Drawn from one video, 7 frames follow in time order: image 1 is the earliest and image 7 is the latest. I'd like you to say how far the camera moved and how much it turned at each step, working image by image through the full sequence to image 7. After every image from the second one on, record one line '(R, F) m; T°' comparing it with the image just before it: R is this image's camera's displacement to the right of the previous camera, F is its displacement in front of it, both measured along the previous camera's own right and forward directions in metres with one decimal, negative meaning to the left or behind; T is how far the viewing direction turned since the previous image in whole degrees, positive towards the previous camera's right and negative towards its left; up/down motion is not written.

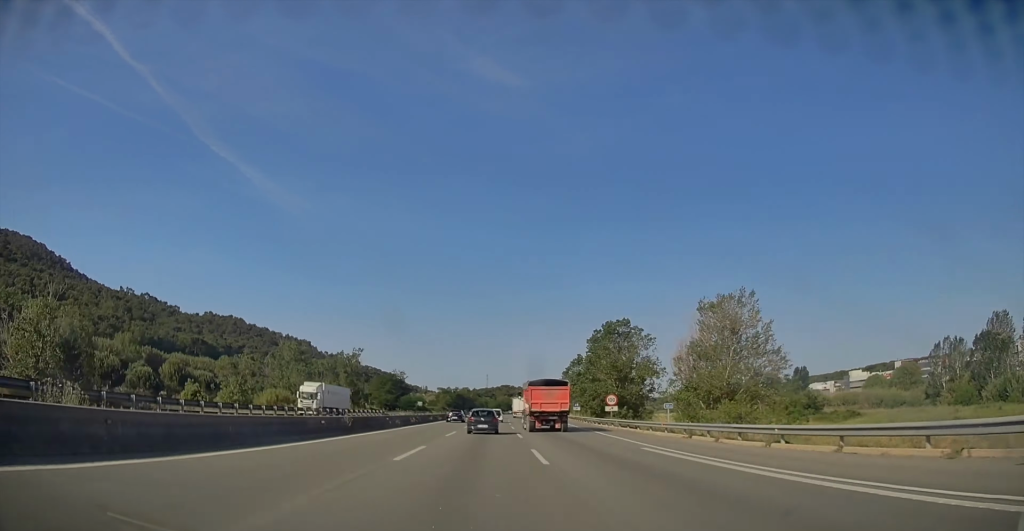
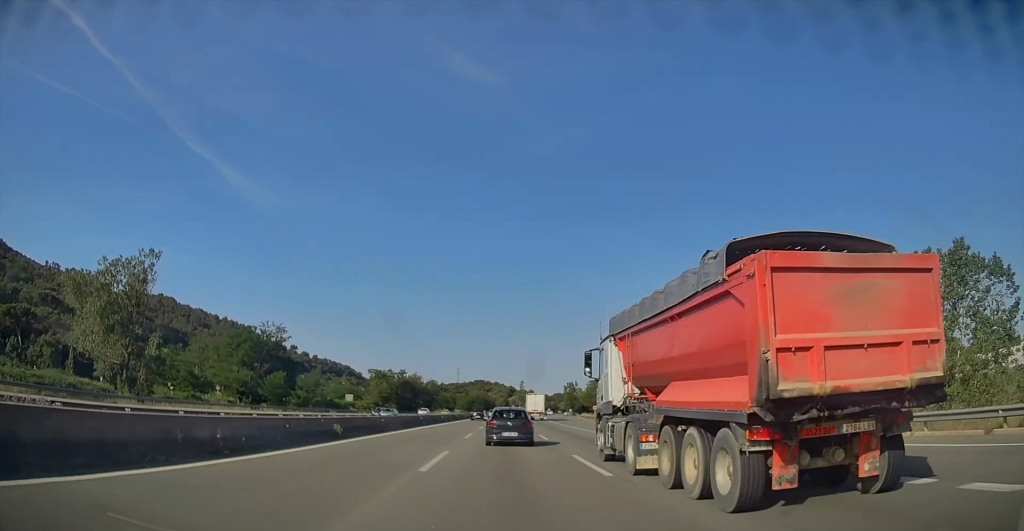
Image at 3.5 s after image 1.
(-3.2, +119.1) m; +2°
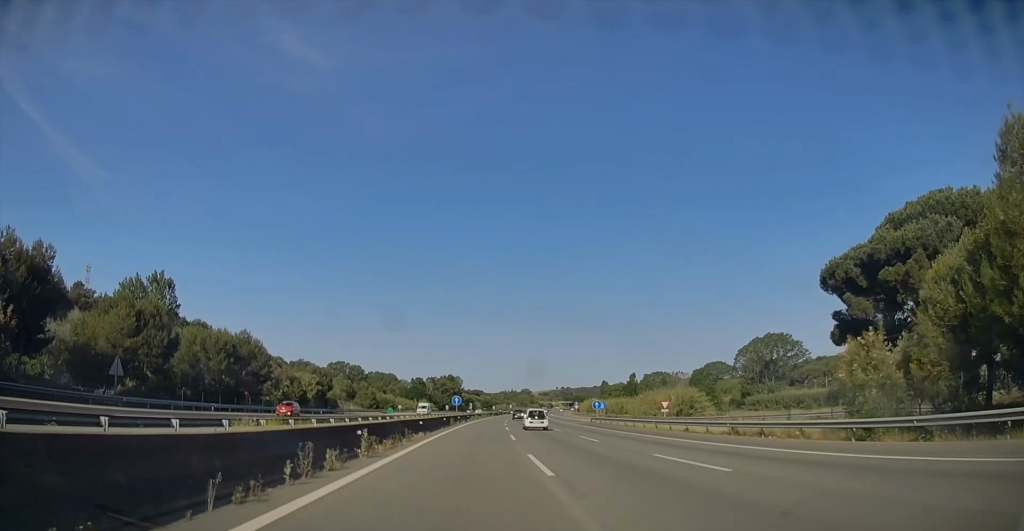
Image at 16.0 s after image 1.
(+64.4, +420.3) m; +16°
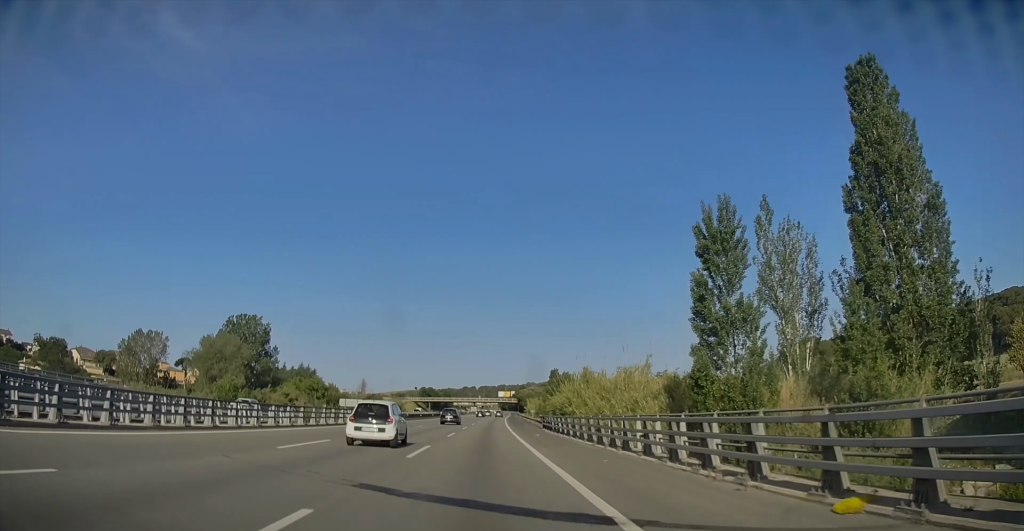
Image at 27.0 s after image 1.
(+38.3, +377.4) m; +9°
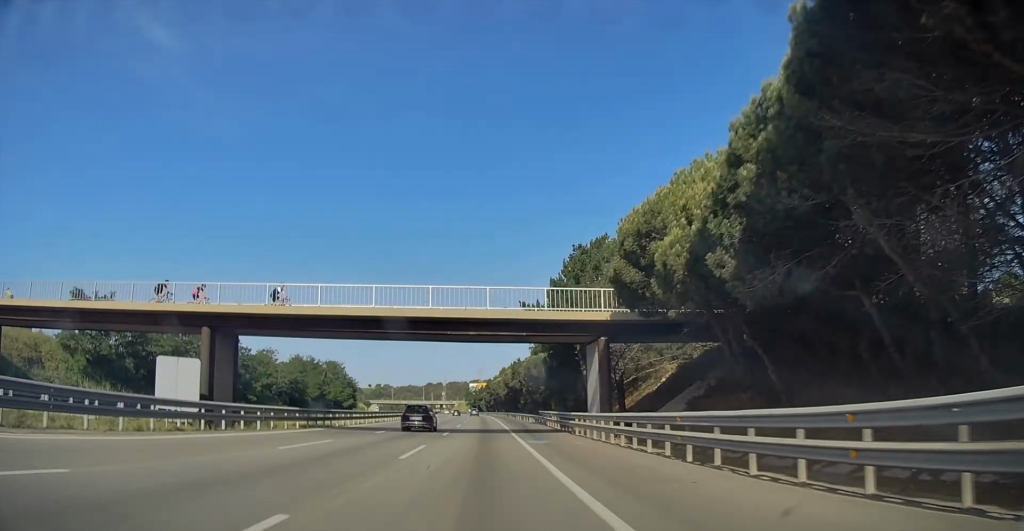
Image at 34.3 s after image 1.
(+6.6, +241.3) m; -3°
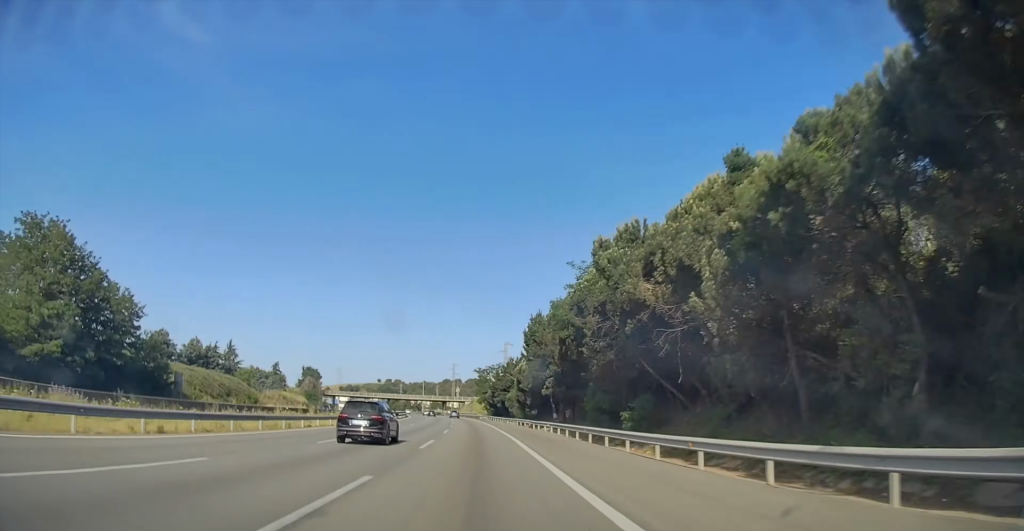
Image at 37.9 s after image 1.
(-7.0, +124.1) m; -5°
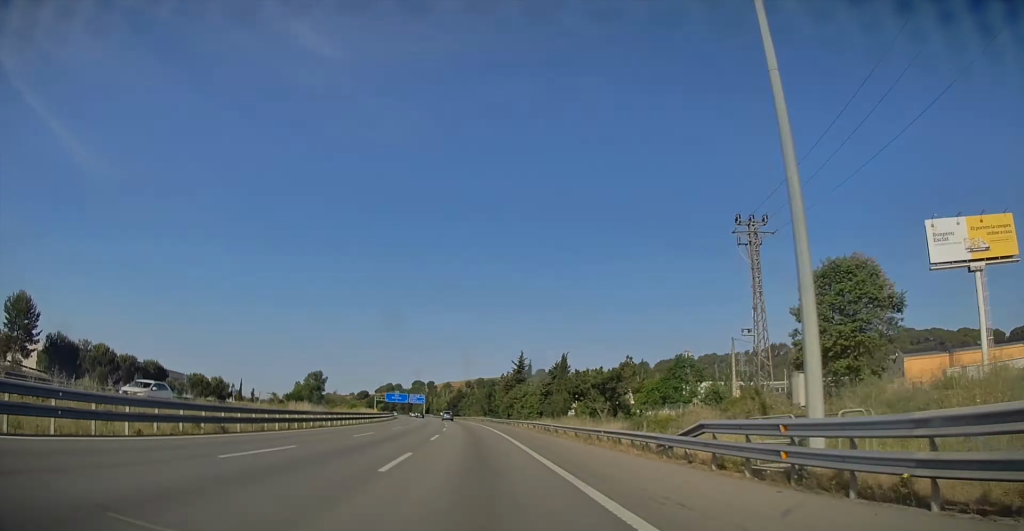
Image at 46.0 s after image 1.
(-28.0, +274.7) m; -14°
